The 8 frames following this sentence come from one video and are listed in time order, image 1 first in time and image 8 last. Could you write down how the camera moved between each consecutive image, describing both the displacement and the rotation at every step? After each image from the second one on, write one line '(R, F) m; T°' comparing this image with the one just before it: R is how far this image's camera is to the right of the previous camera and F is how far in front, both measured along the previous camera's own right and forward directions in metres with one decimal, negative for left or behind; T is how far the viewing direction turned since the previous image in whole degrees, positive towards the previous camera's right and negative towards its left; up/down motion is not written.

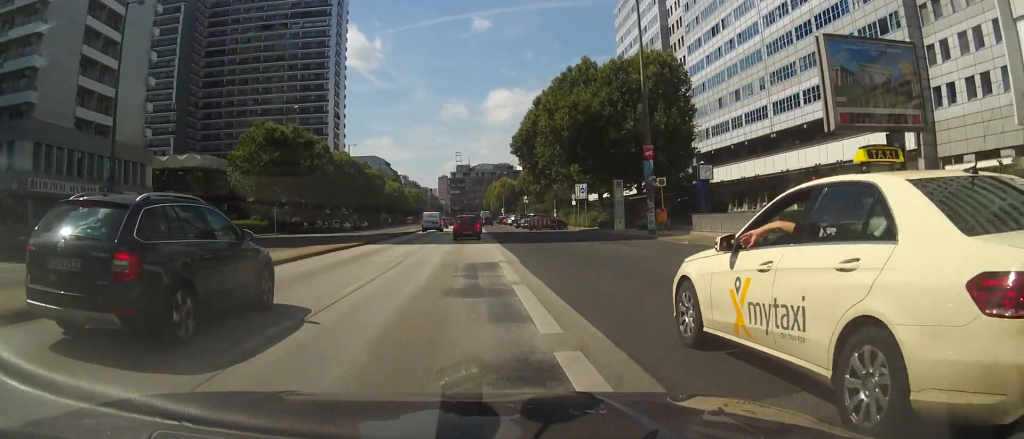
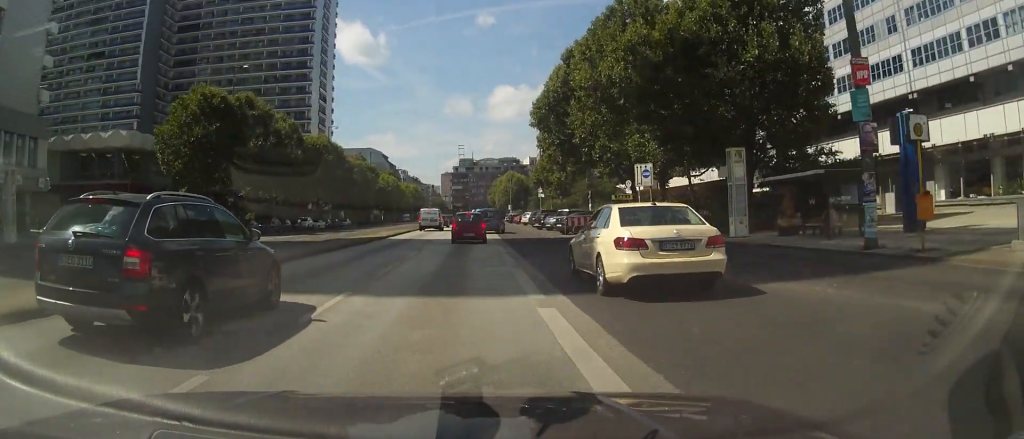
(-0.9, +21.4) m; -3°
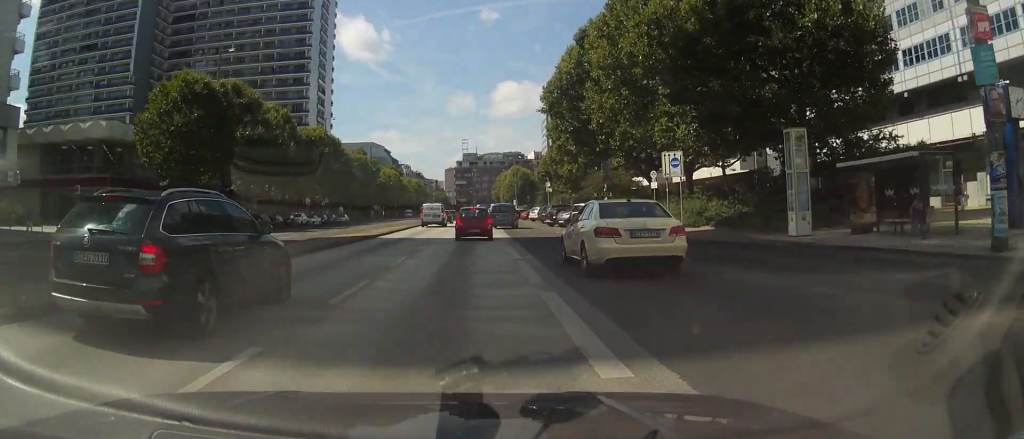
(0.0, +5.3) m; 0°
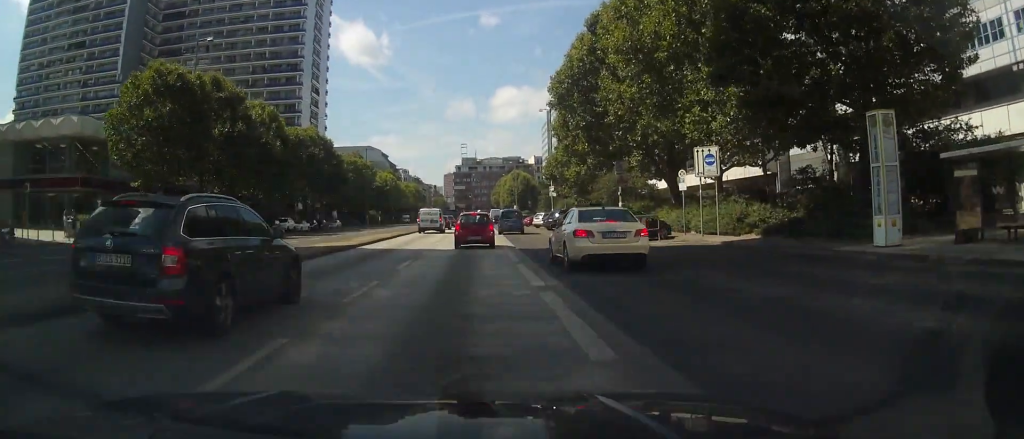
(0.0, +5.8) m; 0°
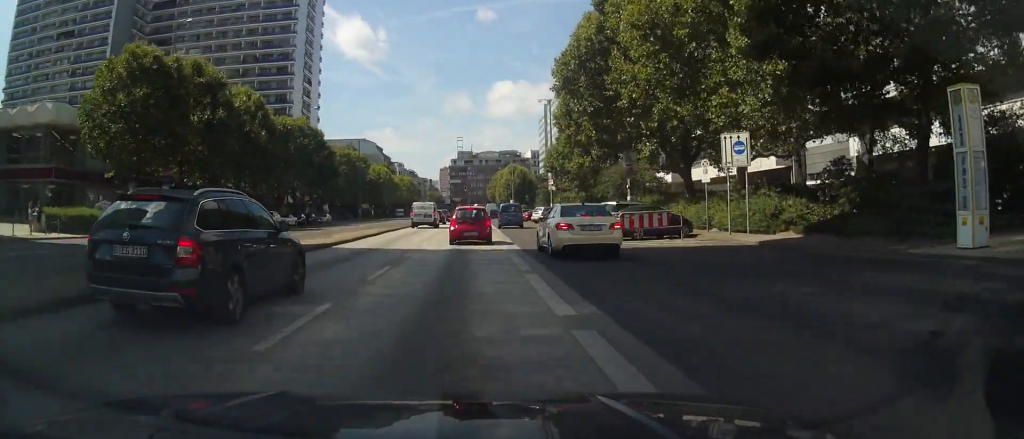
(0.0, +4.1) m; 0°
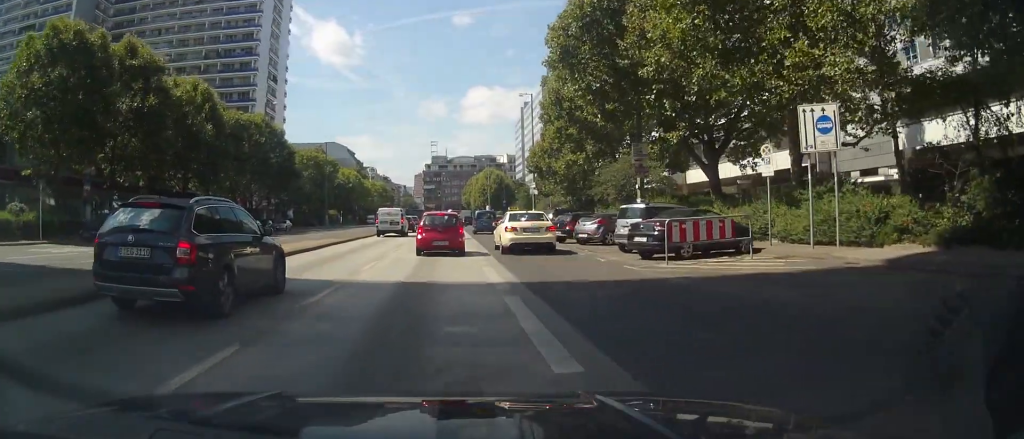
(0.0, +9.0) m; +2°
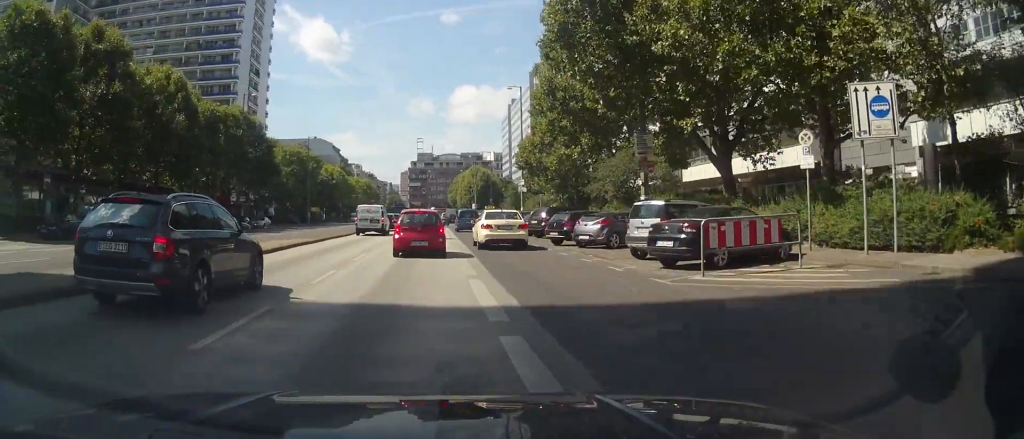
(0.0, +3.6) m; +1°
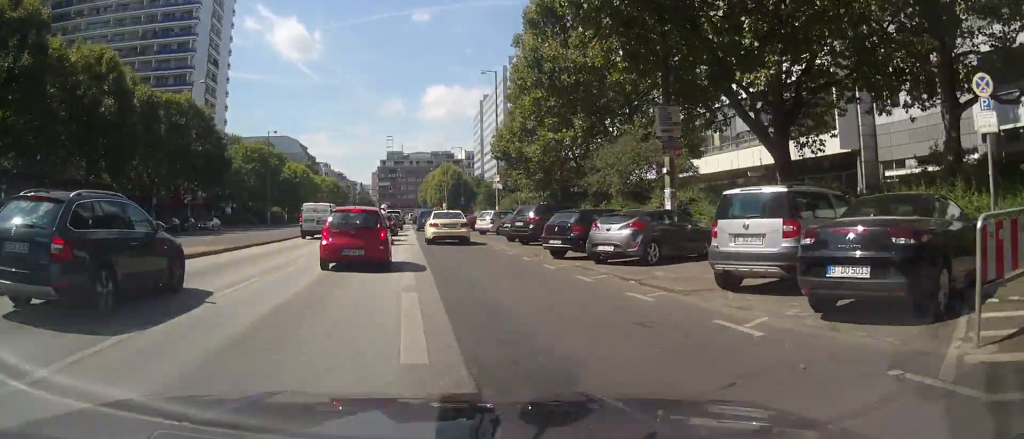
(+0.4, +8.0) m; +1°
